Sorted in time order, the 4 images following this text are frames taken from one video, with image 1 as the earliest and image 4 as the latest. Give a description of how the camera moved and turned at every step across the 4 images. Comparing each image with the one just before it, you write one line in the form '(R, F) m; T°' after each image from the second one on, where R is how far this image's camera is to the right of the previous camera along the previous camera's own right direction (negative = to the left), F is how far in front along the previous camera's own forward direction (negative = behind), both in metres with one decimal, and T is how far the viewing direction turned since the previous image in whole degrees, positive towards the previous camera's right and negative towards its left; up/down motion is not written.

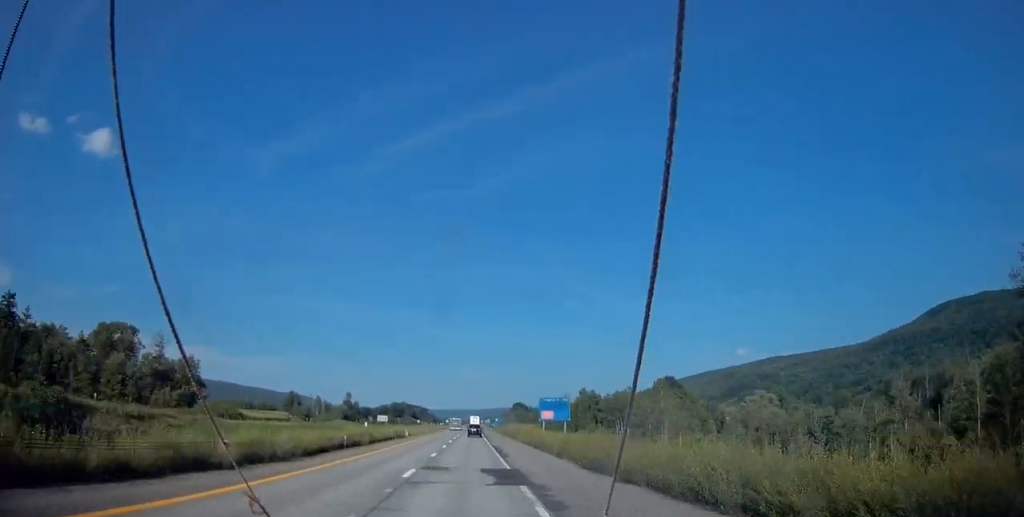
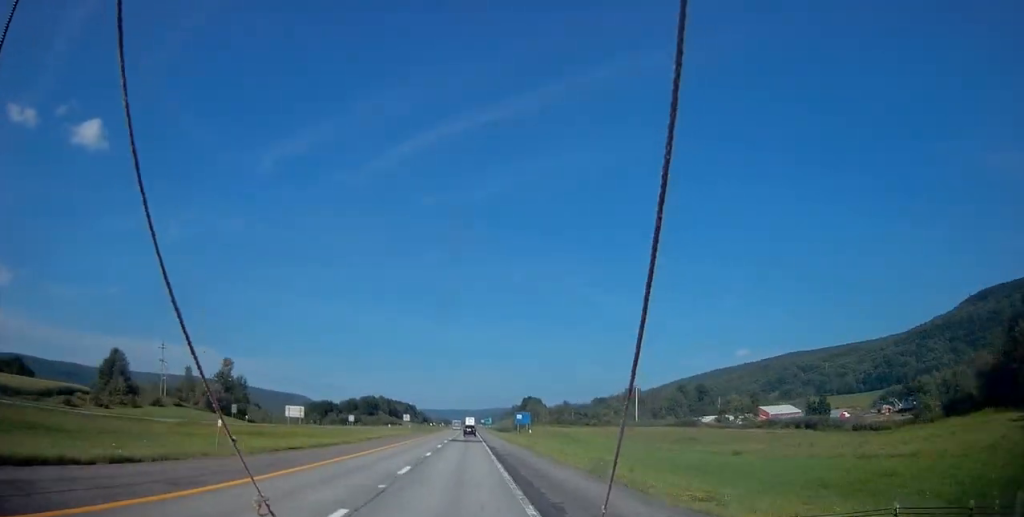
(-0.2, +167.5) m; 0°
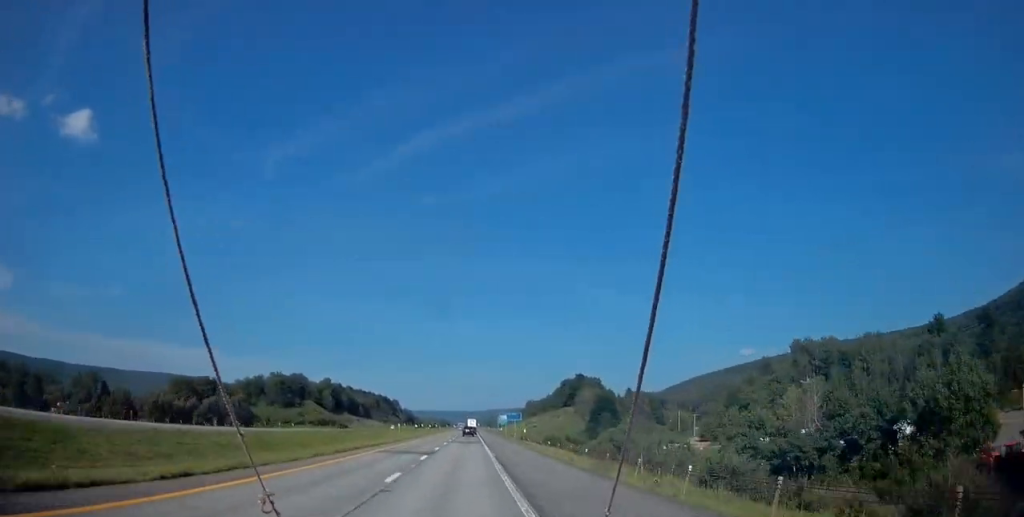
(+0.8, +232.0) m; 0°
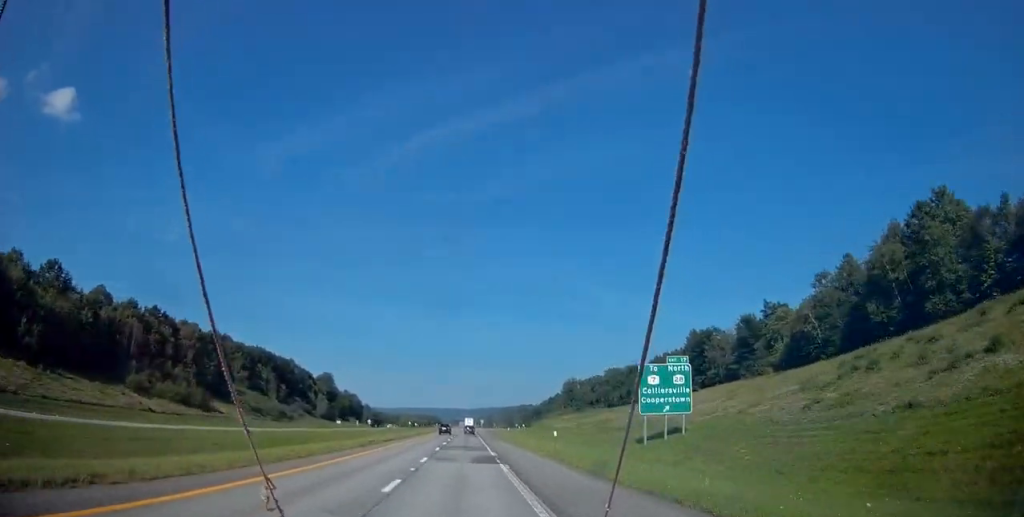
(-0.6, +318.5) m; 0°
